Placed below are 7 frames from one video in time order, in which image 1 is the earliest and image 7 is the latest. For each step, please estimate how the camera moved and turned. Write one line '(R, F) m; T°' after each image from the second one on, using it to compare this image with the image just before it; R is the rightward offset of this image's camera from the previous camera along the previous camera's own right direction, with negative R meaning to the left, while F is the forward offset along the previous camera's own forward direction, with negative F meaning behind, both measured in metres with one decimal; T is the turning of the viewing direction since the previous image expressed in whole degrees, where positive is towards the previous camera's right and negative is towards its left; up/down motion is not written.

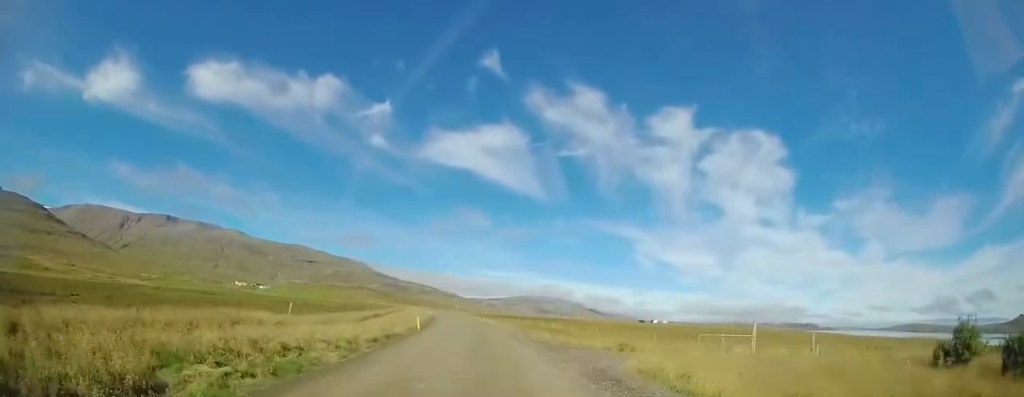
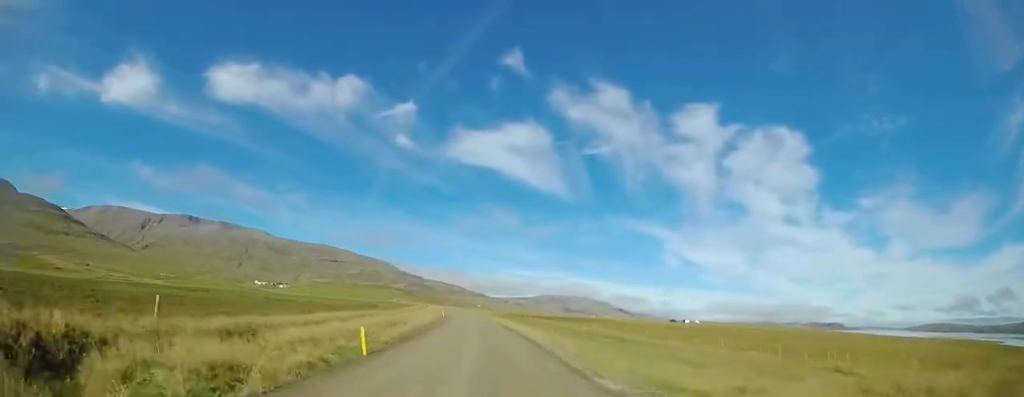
(-0.7, +17.1) m; -3°
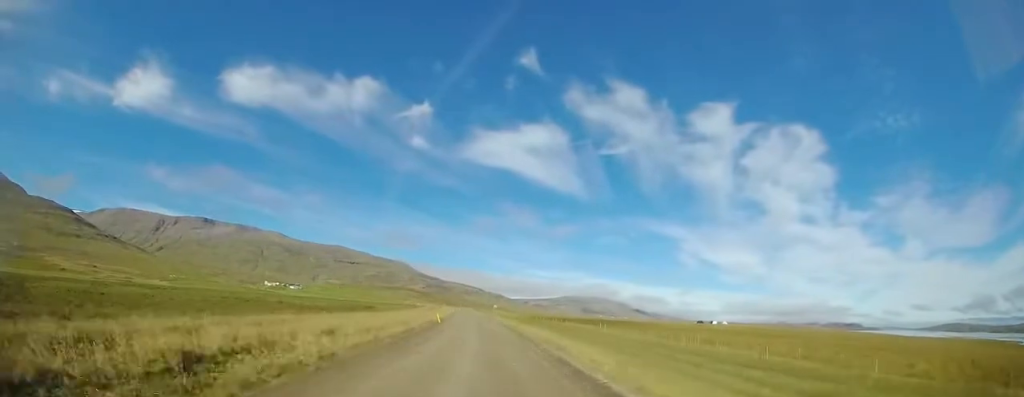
(-0.5, +23.8) m; -2°
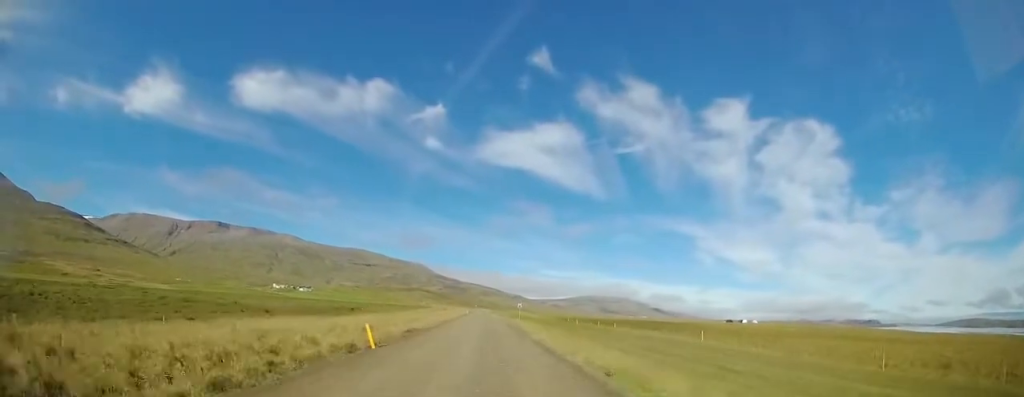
(-0.5, +26.4) m; -1°
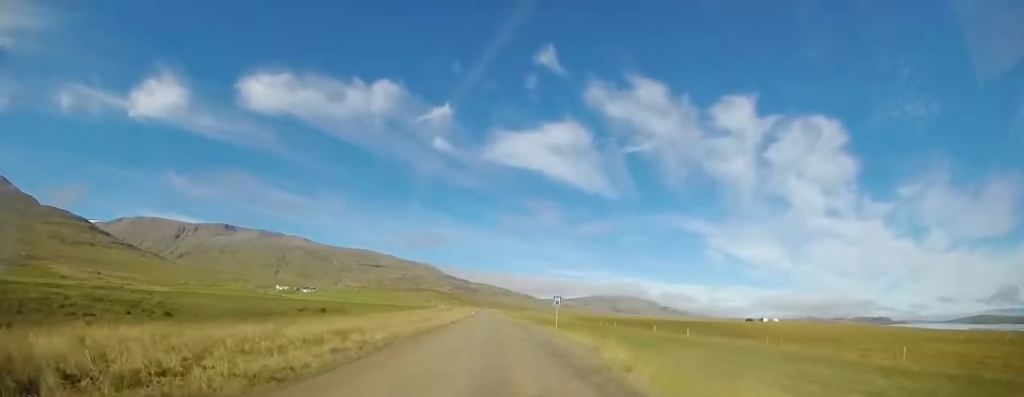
(-0.1, +20.5) m; -1°
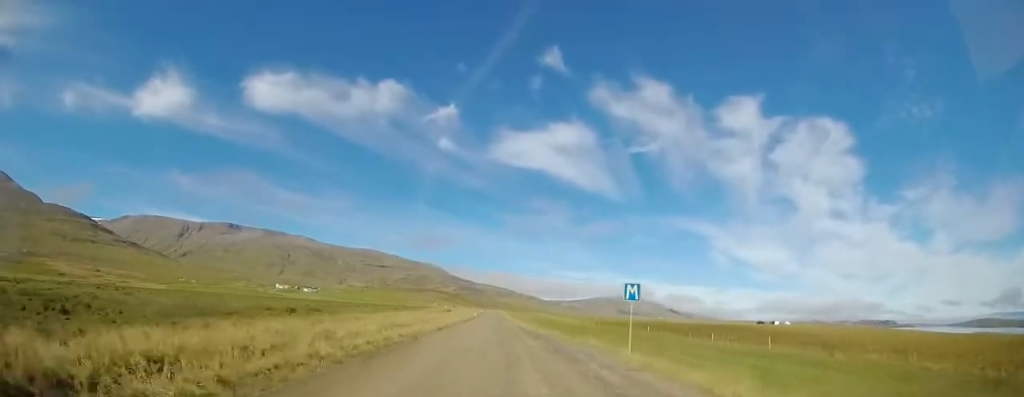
(-0.1, +12.6) m; -1°
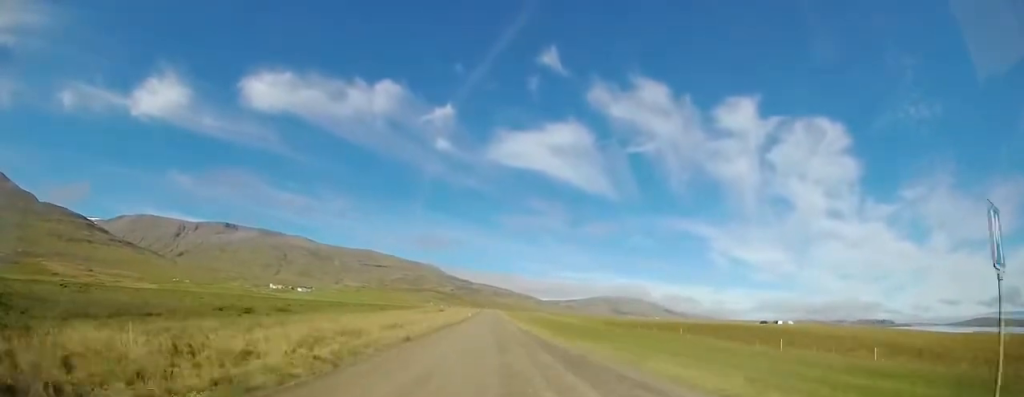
(0.0, +10.2) m; 0°
